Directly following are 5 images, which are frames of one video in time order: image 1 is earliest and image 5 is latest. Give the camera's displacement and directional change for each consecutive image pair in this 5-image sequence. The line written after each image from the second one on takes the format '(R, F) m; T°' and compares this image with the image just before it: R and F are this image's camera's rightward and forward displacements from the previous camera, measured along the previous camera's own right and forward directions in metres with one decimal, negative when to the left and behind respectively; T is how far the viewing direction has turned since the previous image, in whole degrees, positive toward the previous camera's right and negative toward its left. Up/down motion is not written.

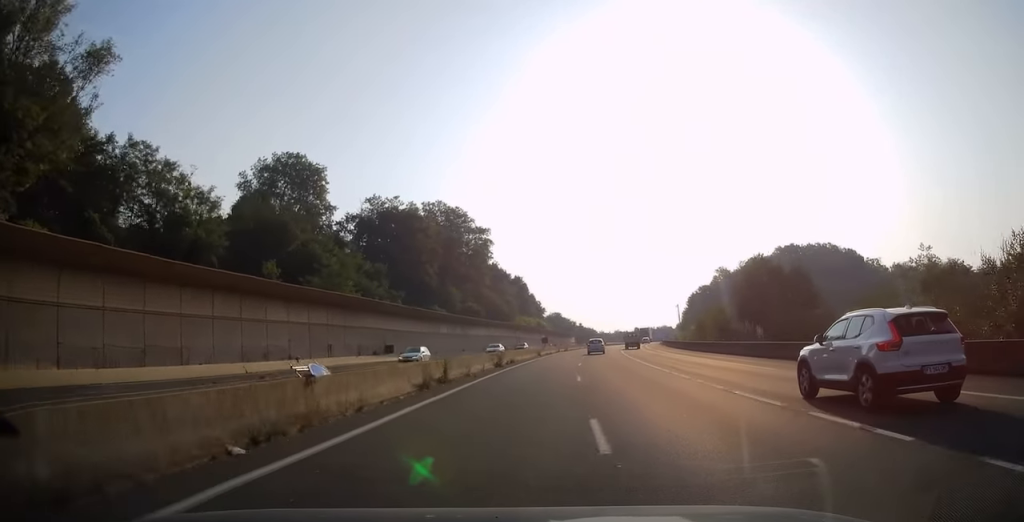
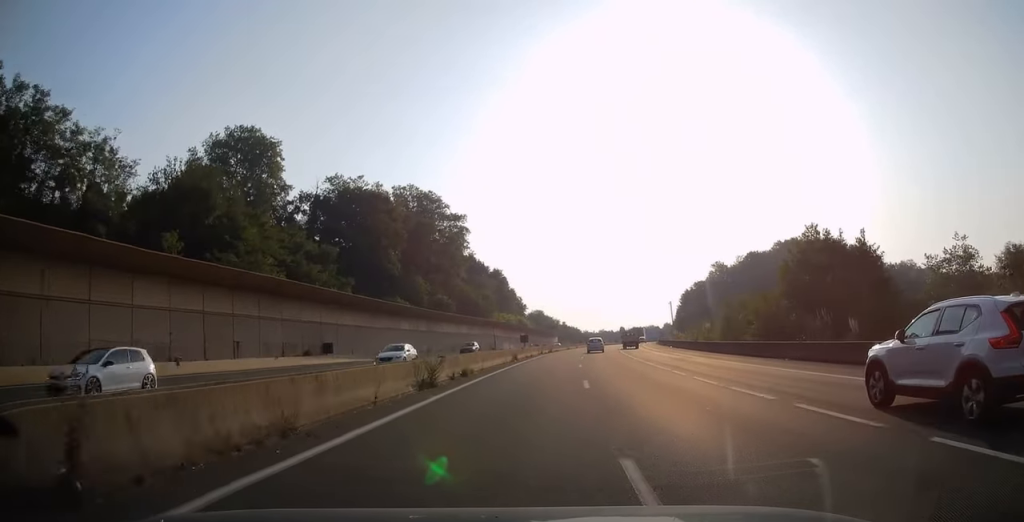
(+0.3, +16.7) m; +2°
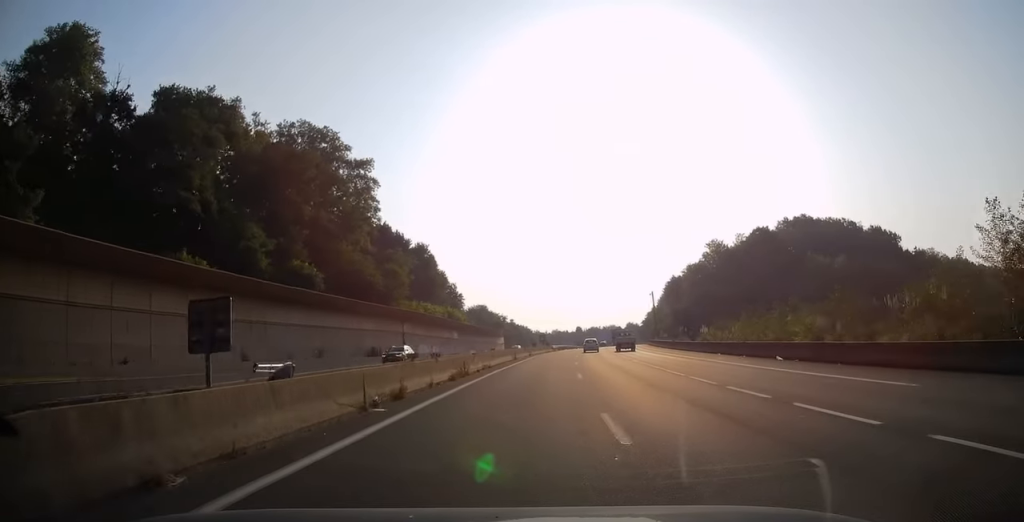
(+2.2, +47.6) m; +5°
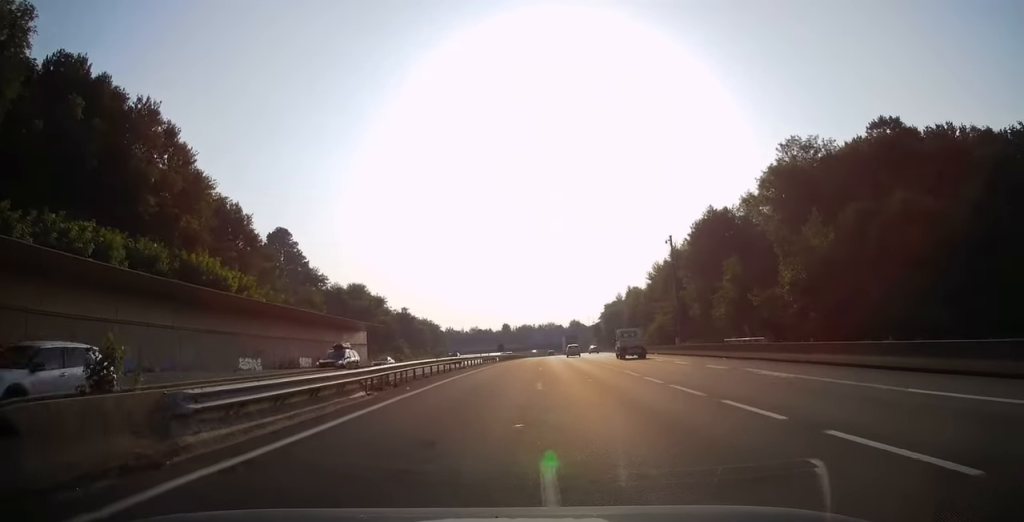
(+4.8, +82.2) m; +6°
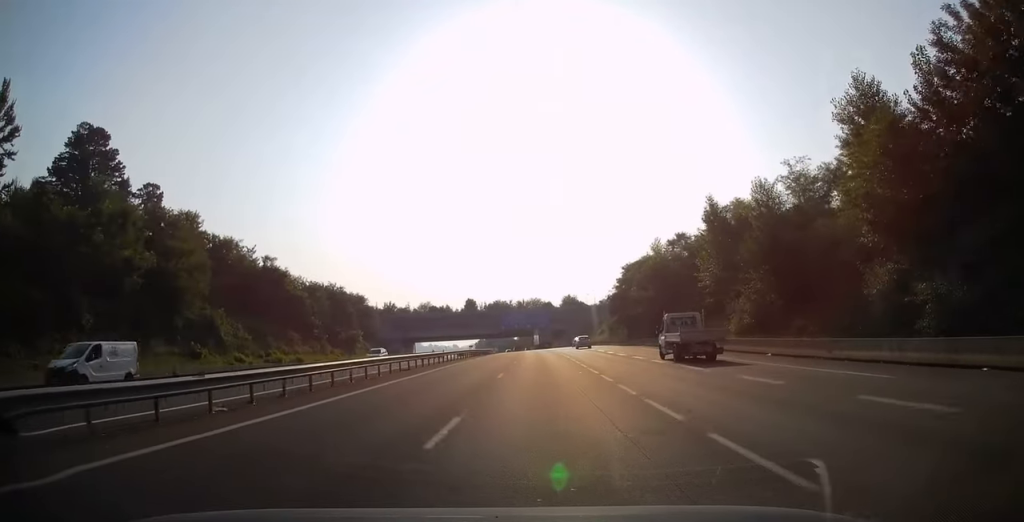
(+2.1, +74.1) m; +1°
